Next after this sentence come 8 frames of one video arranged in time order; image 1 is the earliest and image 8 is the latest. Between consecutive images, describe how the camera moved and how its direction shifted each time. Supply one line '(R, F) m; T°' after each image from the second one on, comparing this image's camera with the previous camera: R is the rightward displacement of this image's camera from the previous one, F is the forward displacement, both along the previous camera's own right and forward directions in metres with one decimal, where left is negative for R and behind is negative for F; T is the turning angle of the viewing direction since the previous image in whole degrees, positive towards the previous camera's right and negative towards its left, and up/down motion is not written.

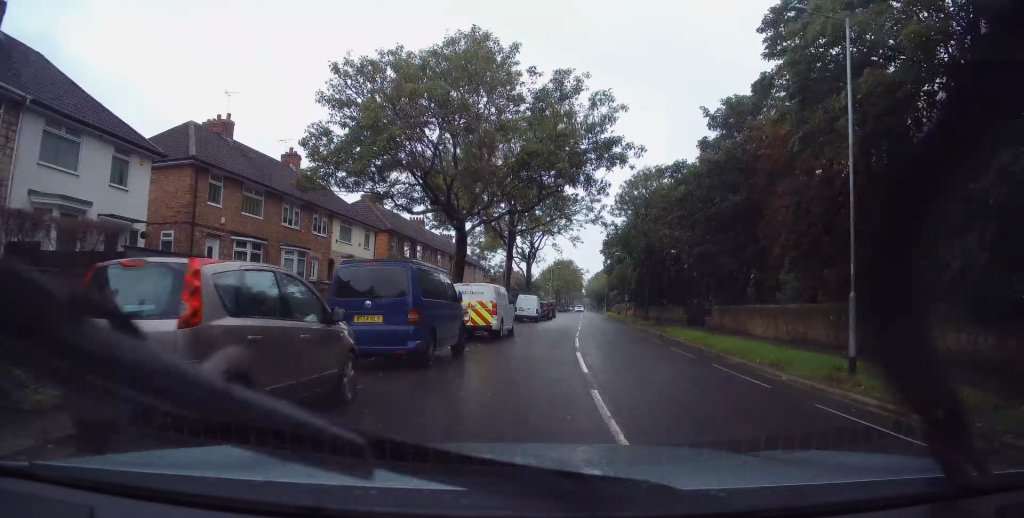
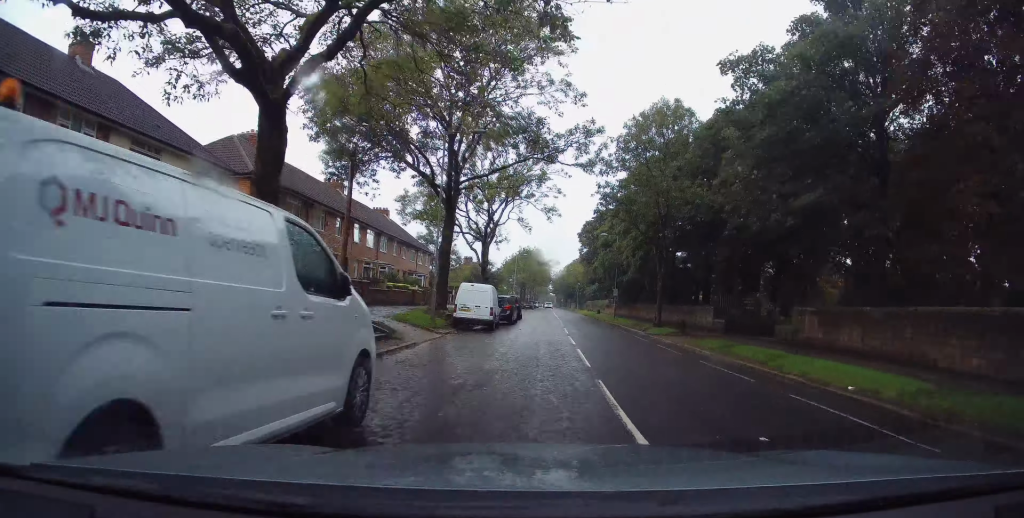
(+0.1, +17.1) m; +1°
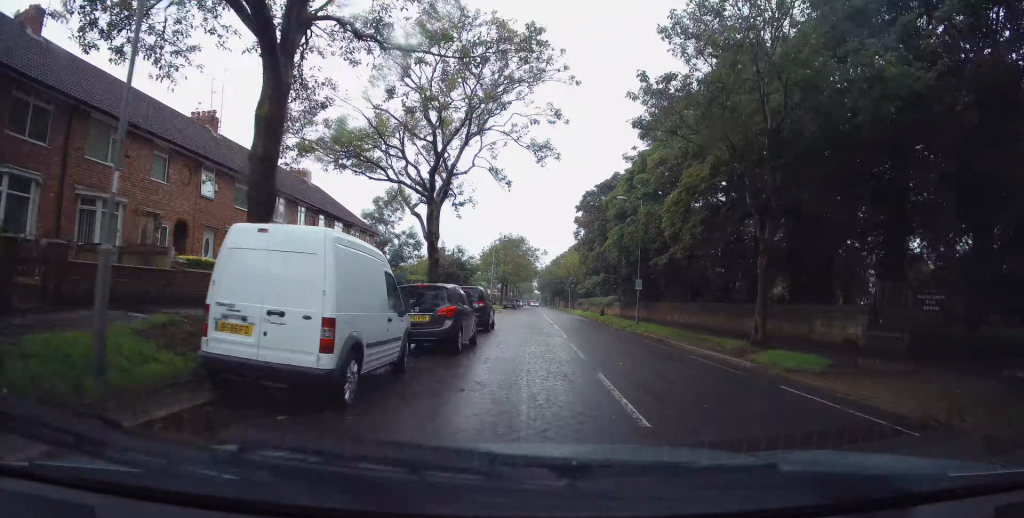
(+0.7, +17.3) m; +4°
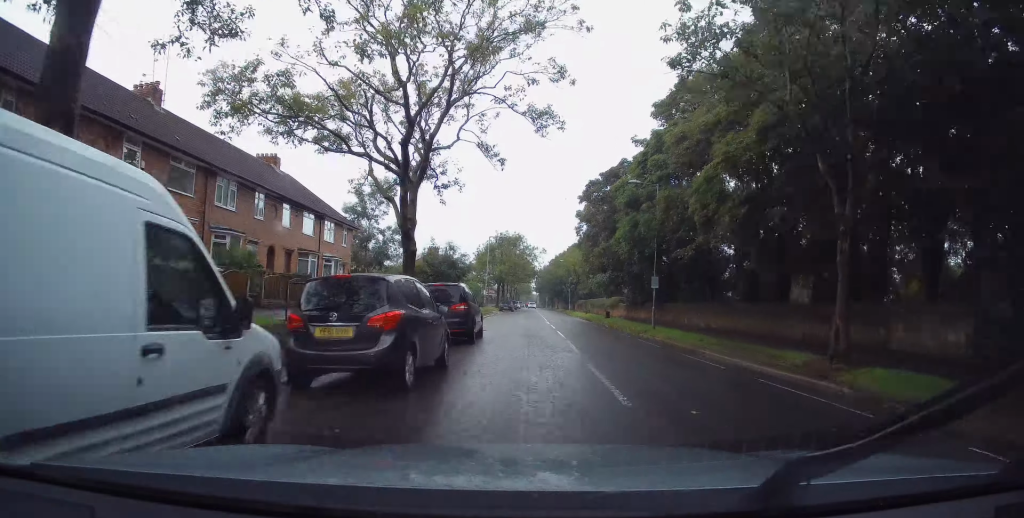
(0.0, +4.9) m; 0°
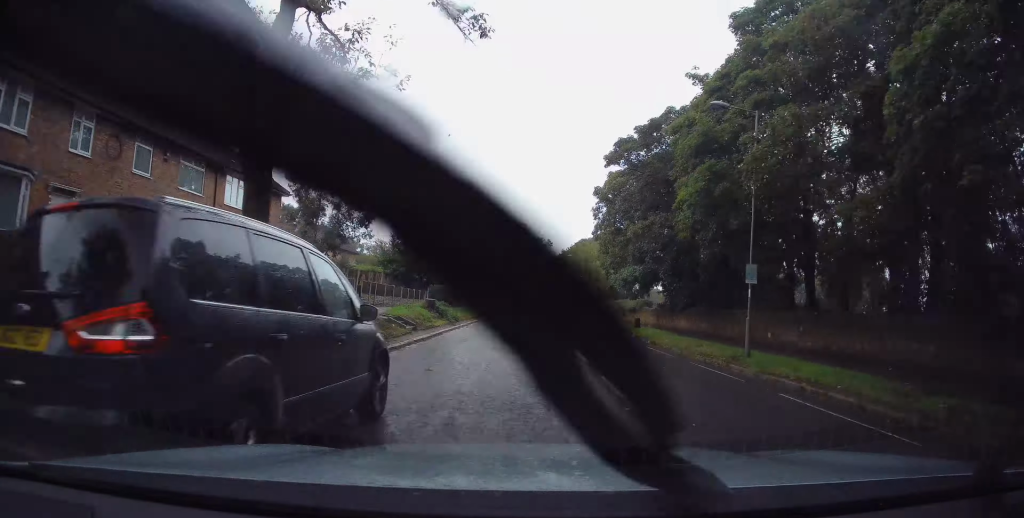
(0.0, +12.7) m; -1°
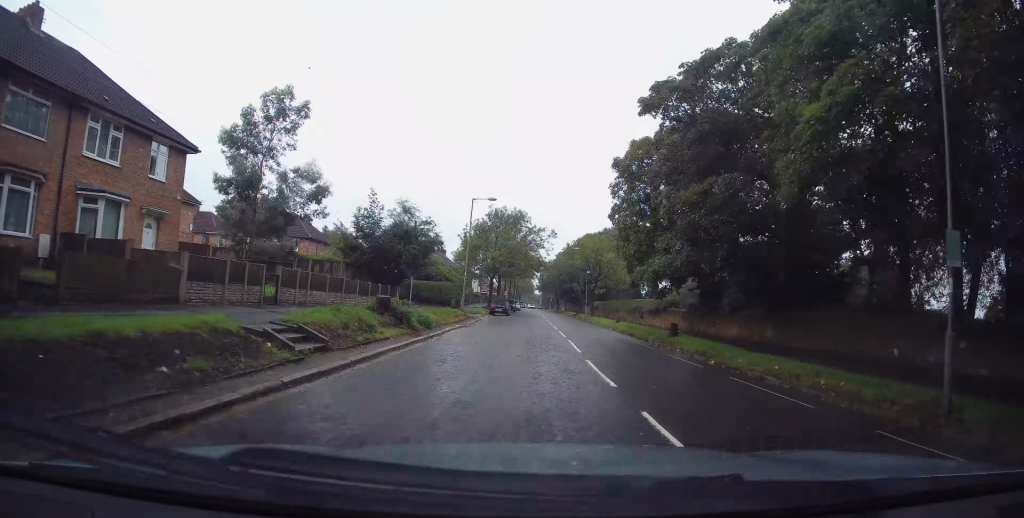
(-0.1, +9.0) m; -1°
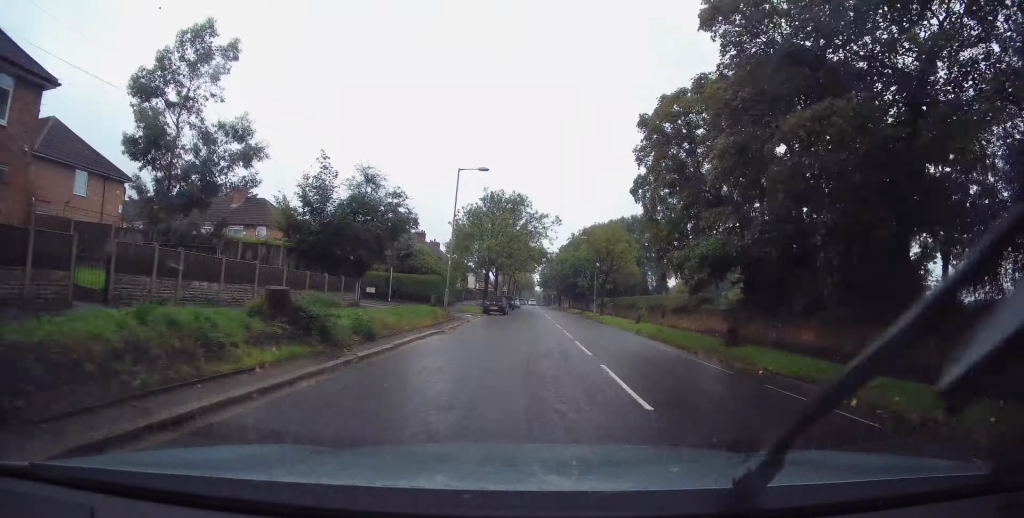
(-0.1, +7.9) m; -1°
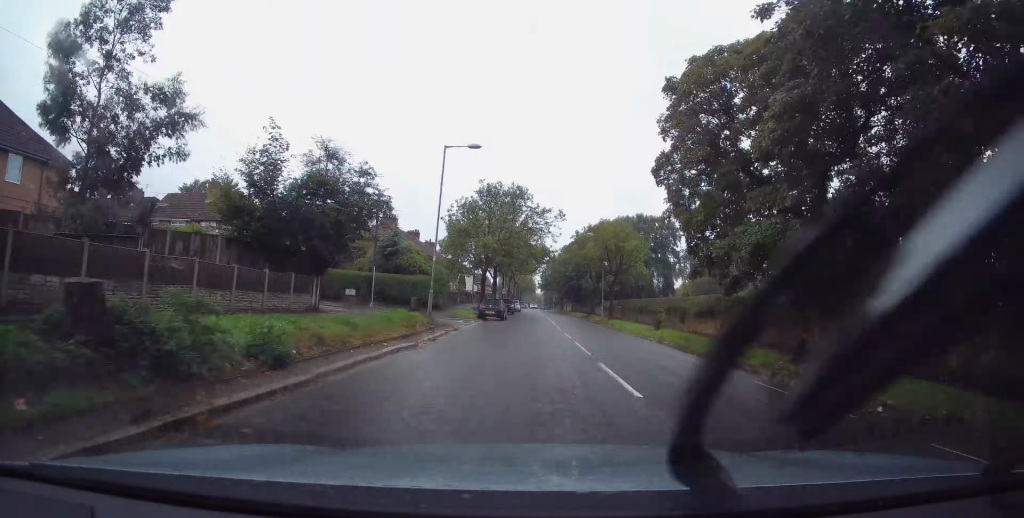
(0.0, +5.1) m; +1°
